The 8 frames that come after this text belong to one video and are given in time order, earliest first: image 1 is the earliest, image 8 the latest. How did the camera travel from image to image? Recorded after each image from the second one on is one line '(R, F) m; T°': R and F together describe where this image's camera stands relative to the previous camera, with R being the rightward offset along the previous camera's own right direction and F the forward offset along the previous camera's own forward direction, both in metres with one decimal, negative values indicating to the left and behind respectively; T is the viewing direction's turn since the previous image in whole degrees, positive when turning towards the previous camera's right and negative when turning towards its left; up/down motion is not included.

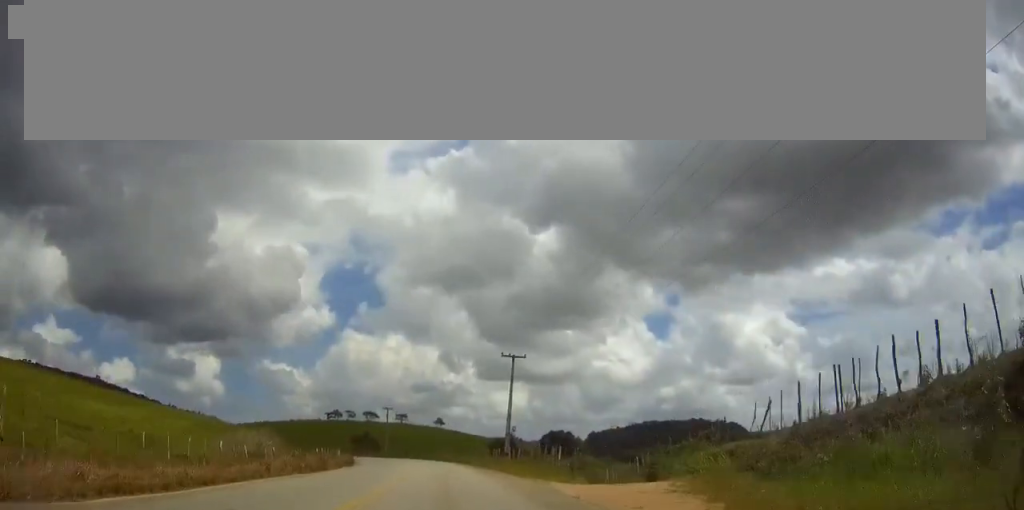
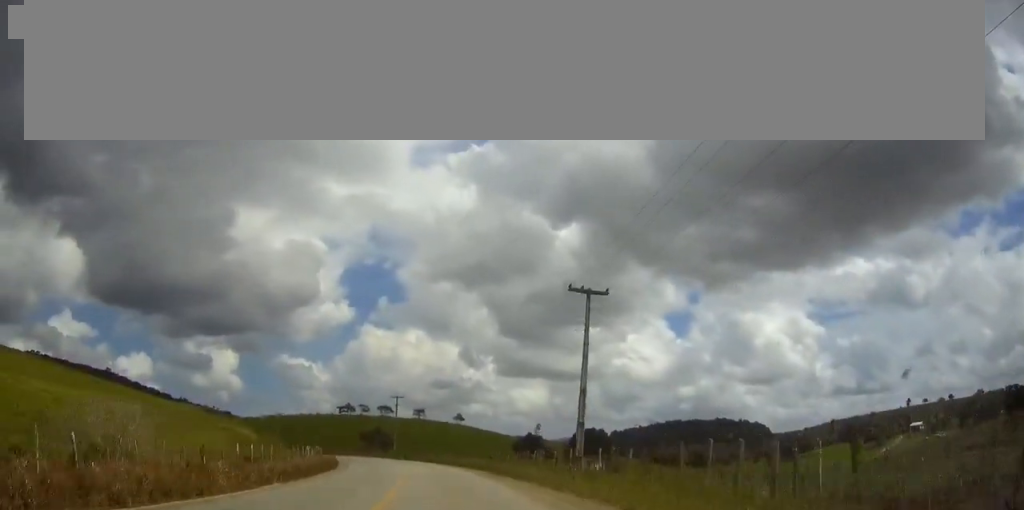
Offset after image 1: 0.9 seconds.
(-0.1, +22.0) m; -1°
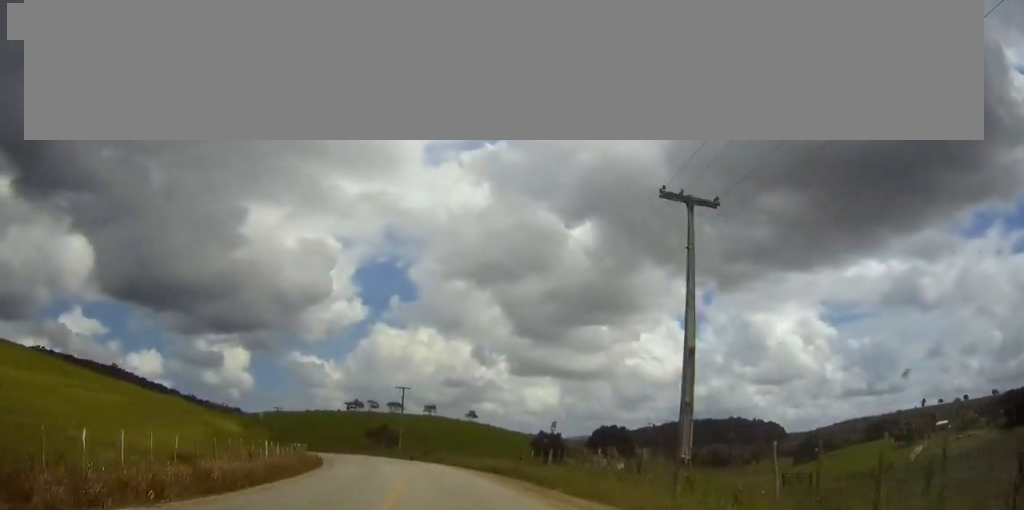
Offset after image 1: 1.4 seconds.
(0.0, +12.6) m; -1°
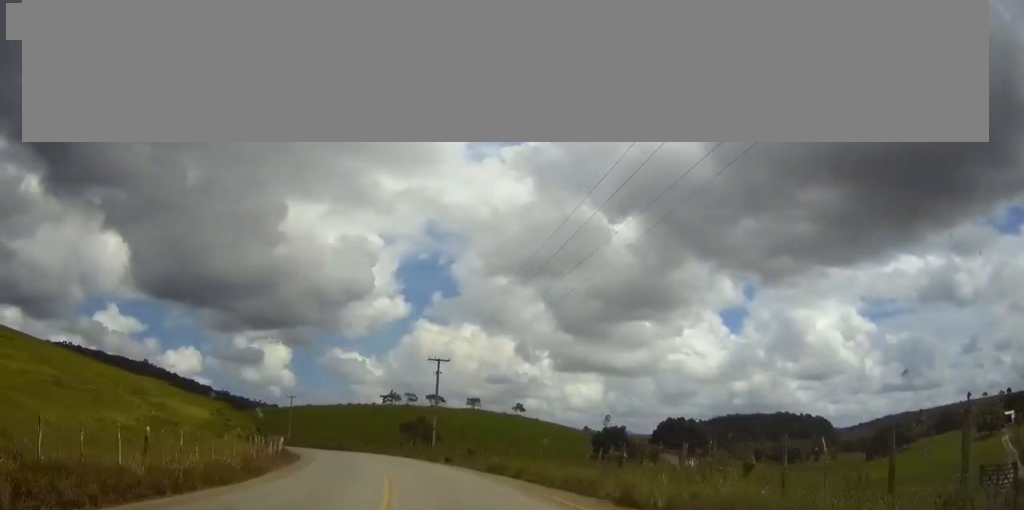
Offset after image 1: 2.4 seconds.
(-0.5, +24.4) m; -3°
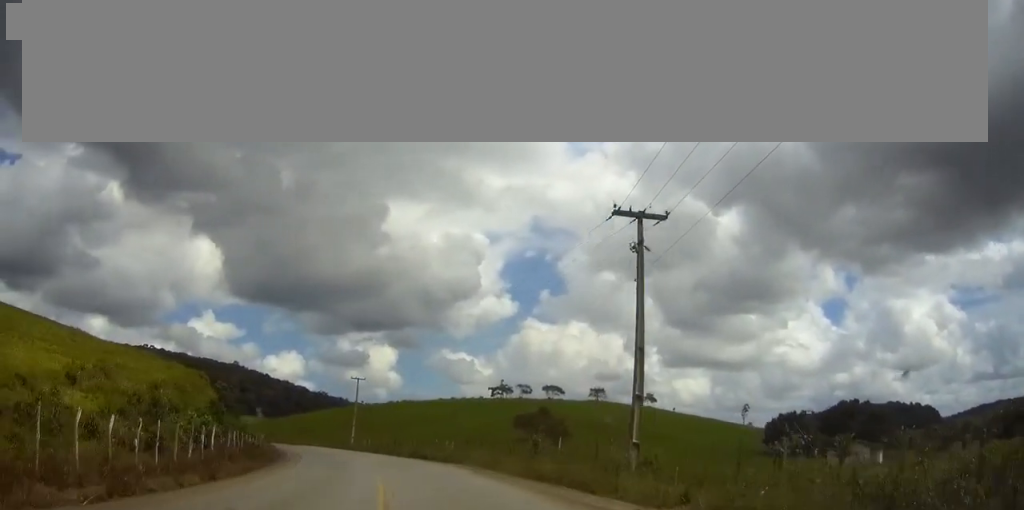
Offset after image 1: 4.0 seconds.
(-2.5, +39.4) m; -8°
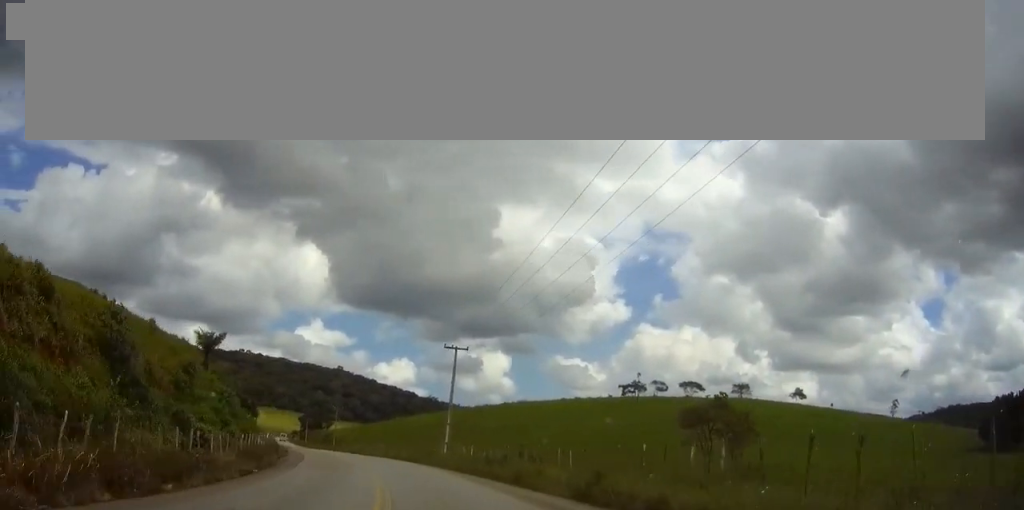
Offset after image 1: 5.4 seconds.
(-2.4, +33.0) m; -8°
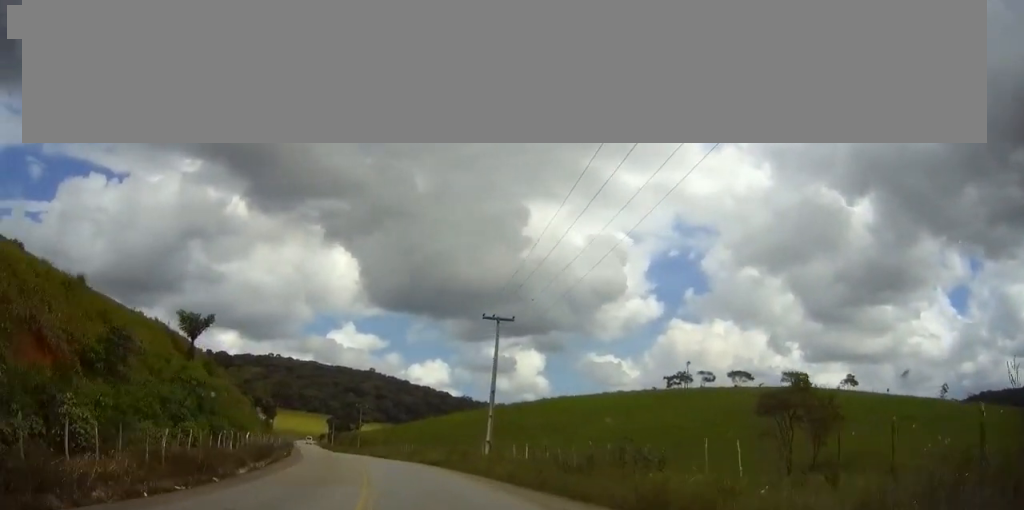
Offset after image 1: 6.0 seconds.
(-0.4, +12.0) m; -3°
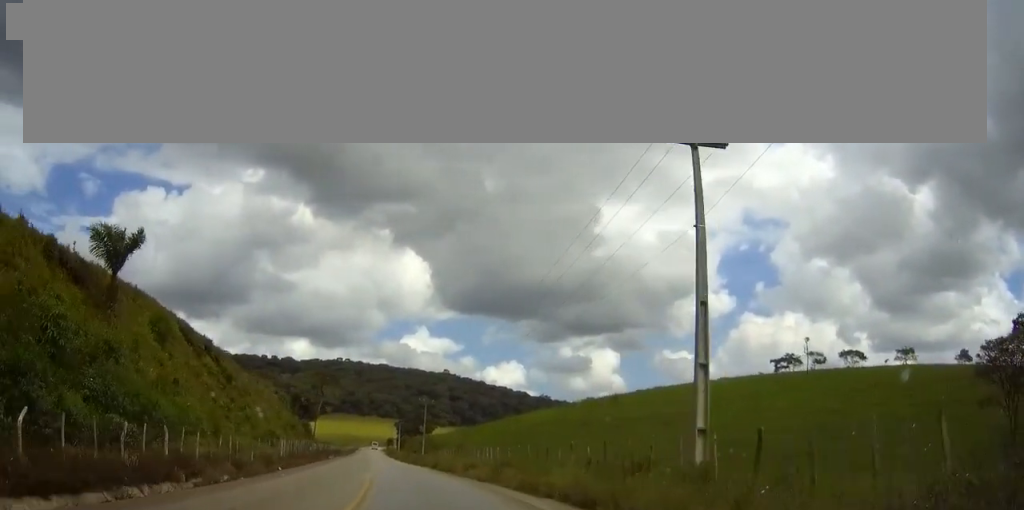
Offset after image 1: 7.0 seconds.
(-1.3, +24.2) m; -6°
